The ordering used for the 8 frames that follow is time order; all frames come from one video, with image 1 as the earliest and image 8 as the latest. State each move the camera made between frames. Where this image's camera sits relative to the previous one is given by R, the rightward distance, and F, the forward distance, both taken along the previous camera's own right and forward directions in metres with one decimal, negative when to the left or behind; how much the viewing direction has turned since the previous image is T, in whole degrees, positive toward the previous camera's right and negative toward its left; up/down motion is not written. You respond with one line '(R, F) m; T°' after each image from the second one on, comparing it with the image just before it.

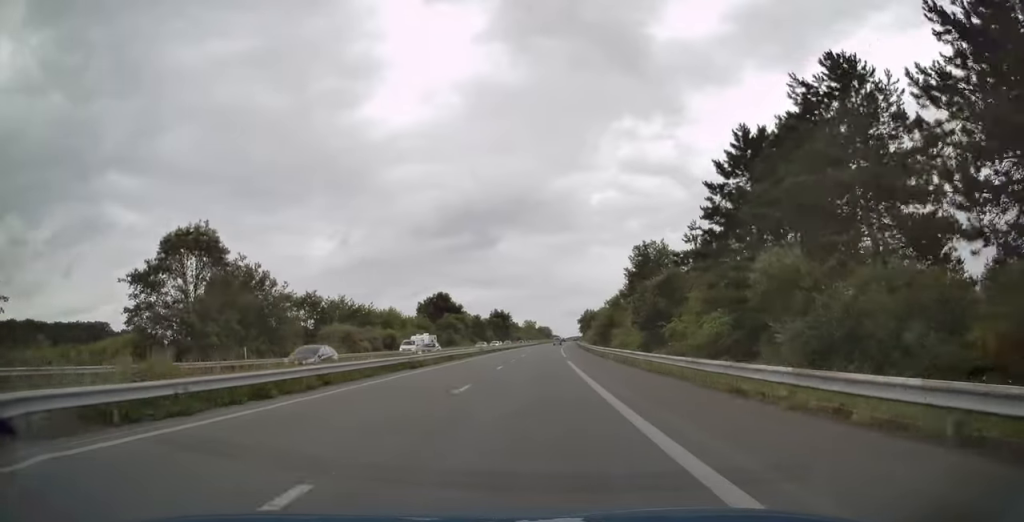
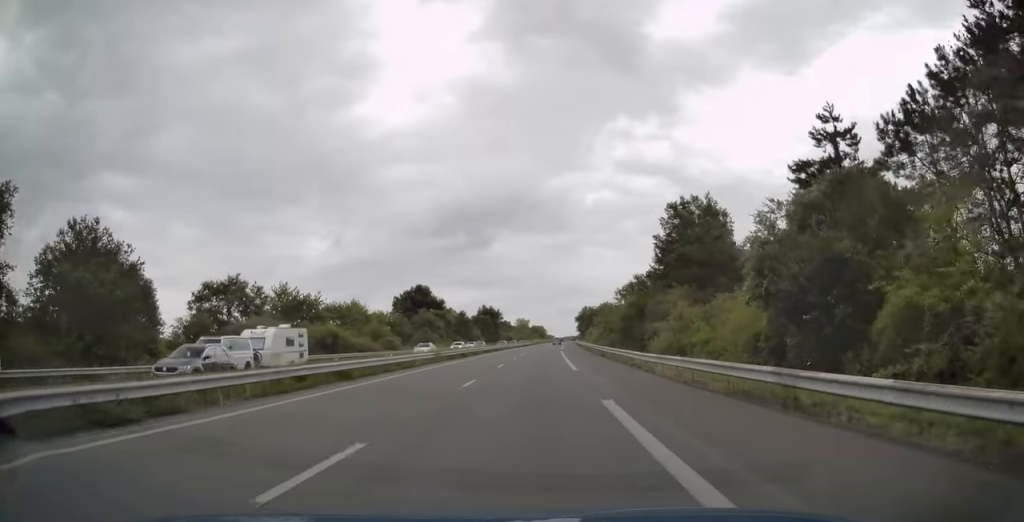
(+0.1, +23.6) m; +1°
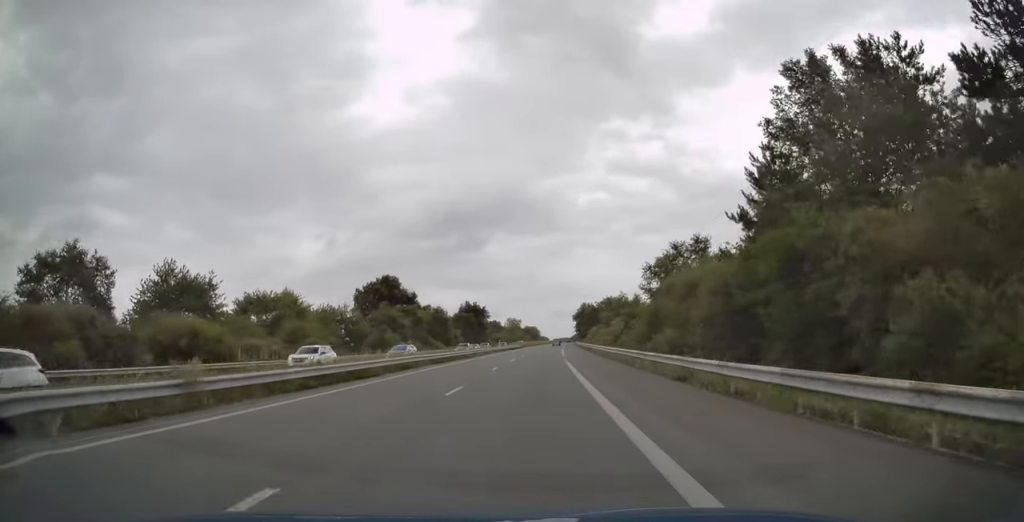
(+0.3, +28.4) m; +1°
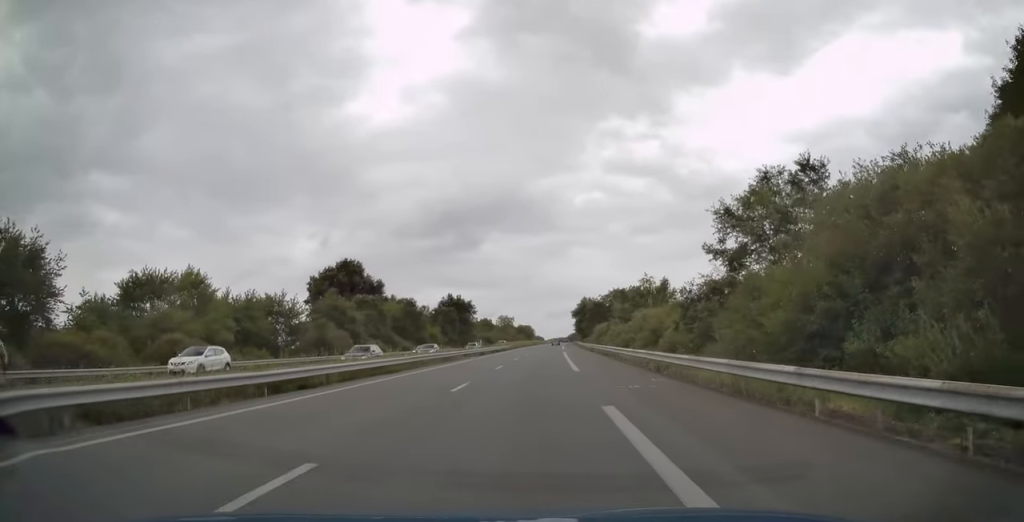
(+0.2, +24.8) m; 0°
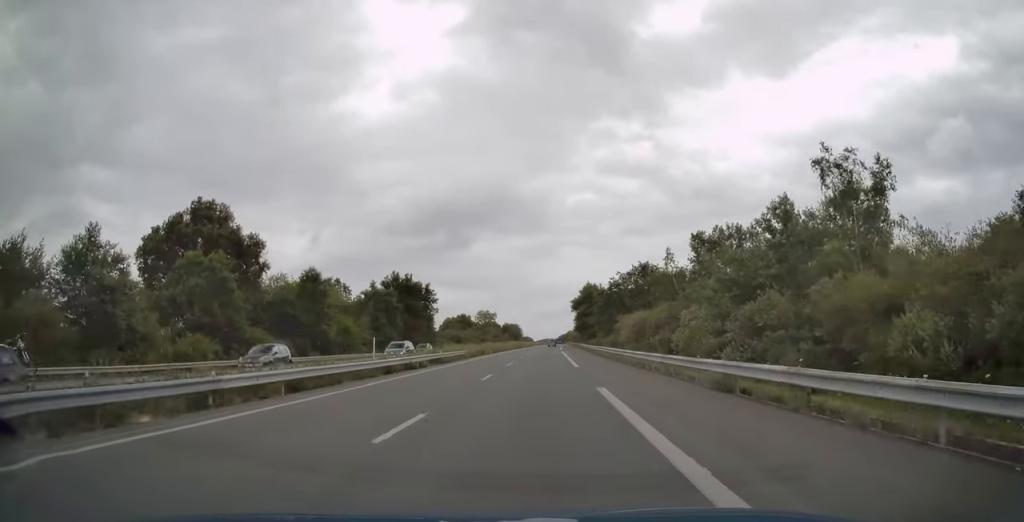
(+0.1, +47.4) m; +1°
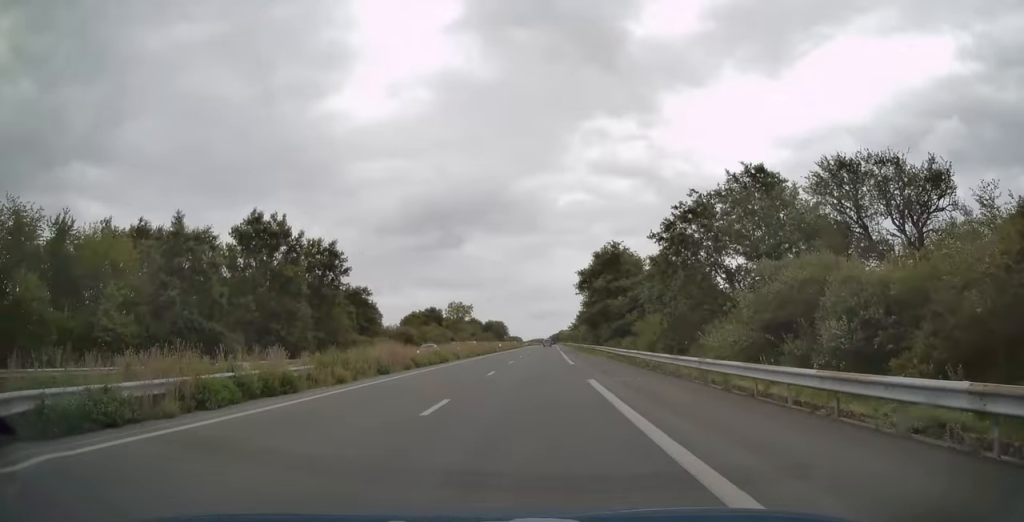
(+0.7, +49.0) m; +1°
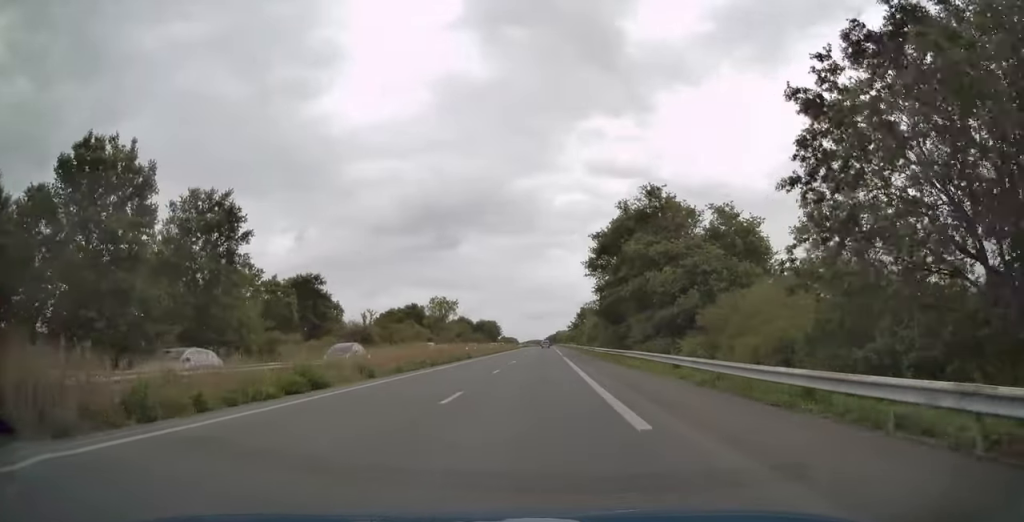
(0.0, +23.7) m; +1°
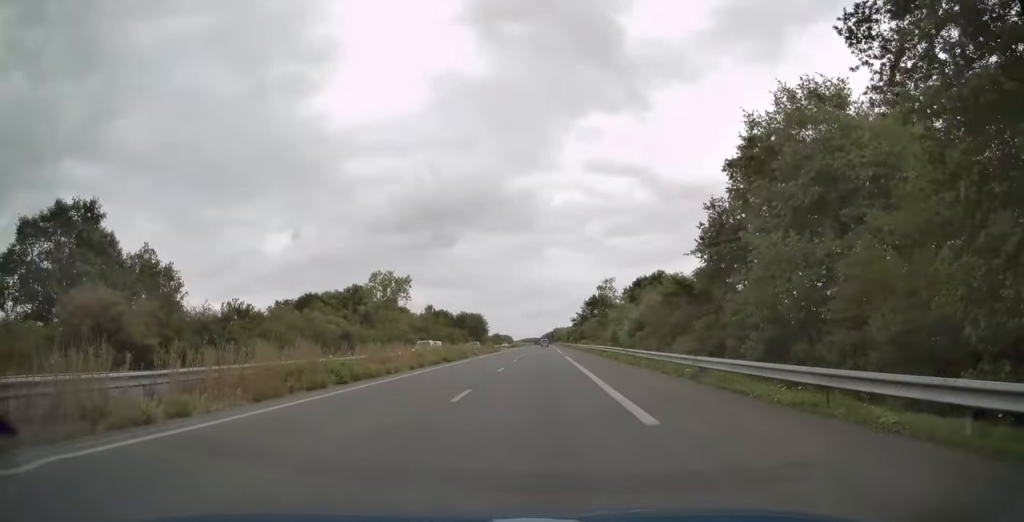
(+0.3, +51.6) m; 0°
